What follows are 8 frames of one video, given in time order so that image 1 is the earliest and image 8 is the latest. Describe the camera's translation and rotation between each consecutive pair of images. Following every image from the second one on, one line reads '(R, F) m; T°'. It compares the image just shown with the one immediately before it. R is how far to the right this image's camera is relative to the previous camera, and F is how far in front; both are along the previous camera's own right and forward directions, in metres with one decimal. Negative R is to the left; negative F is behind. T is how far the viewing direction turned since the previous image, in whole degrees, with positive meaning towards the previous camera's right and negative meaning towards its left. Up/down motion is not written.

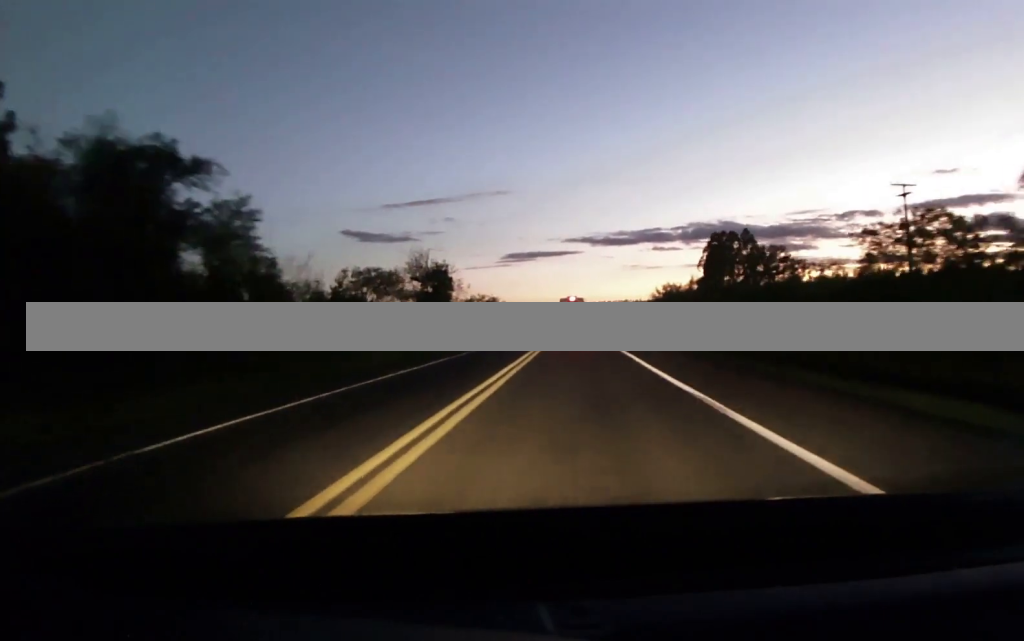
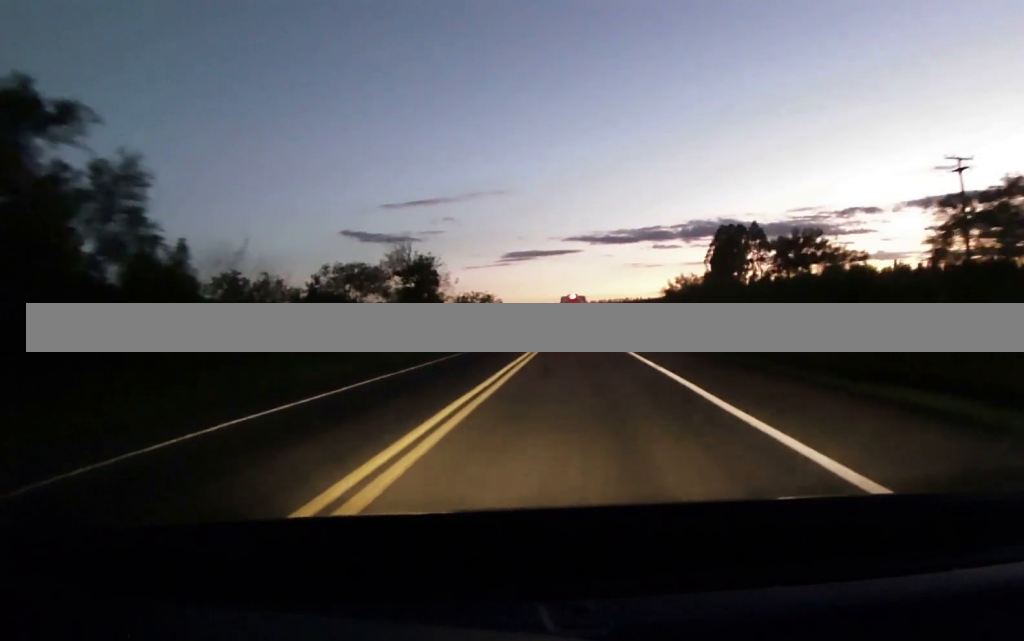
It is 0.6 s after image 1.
(+0.2, +10.3) m; +1°
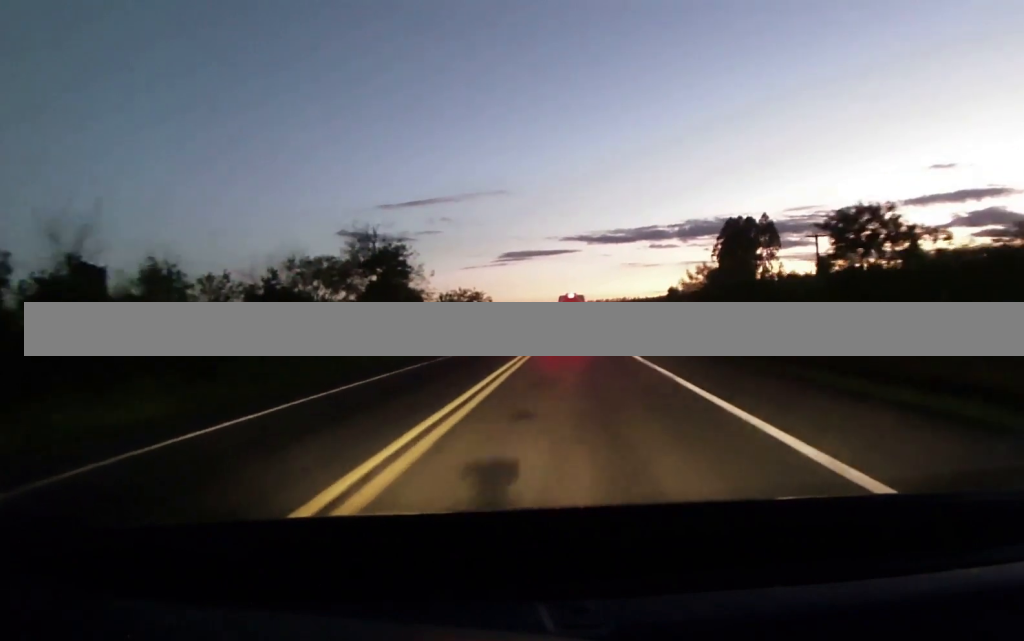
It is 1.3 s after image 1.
(+0.1, +14.0) m; 0°
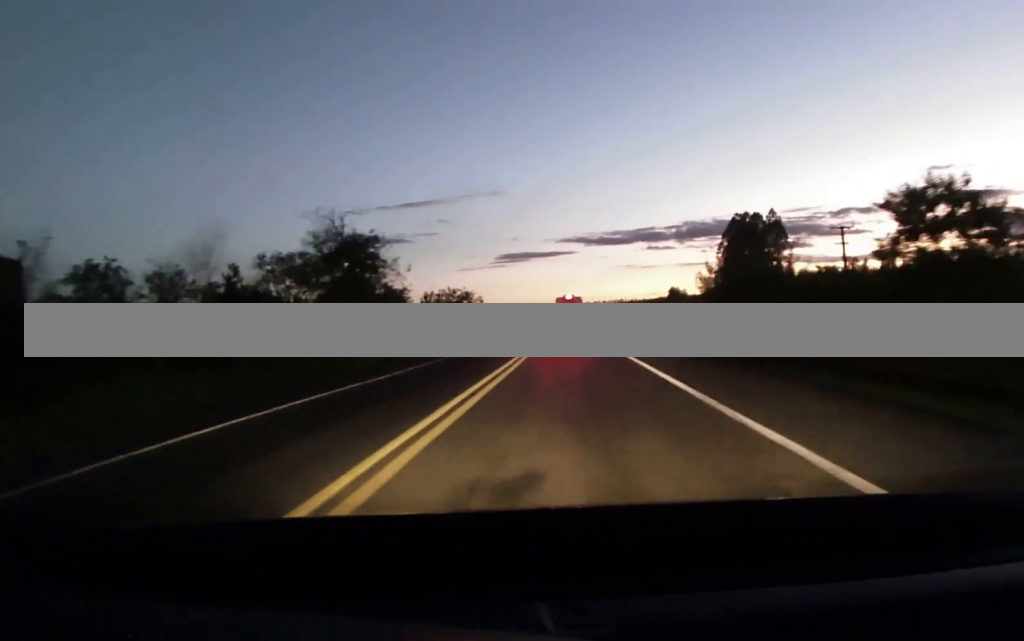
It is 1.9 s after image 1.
(0.0, +9.7) m; 0°
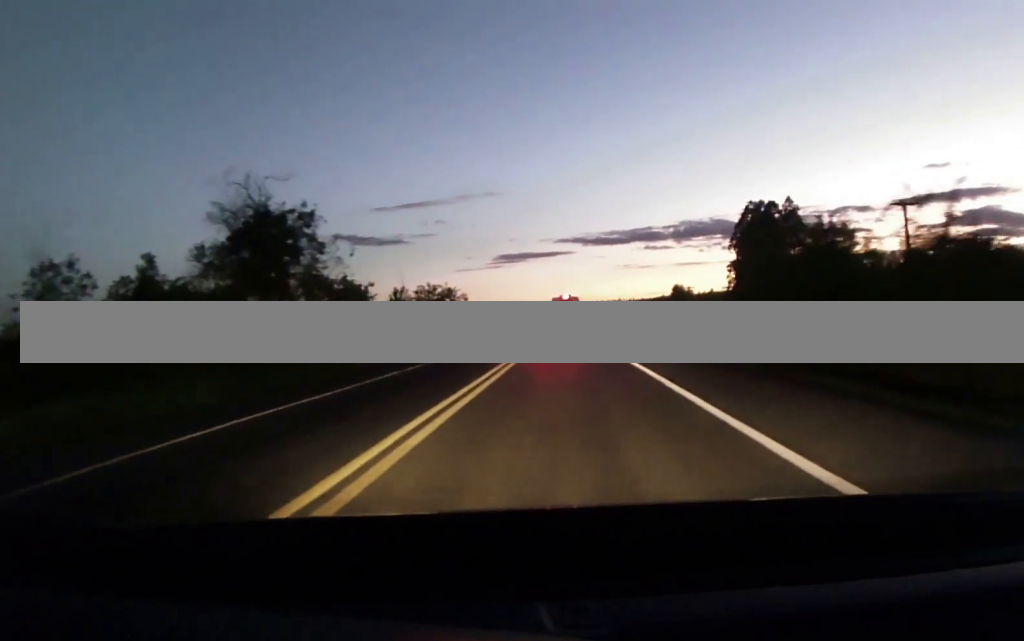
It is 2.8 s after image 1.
(0.0, +16.4) m; -1°
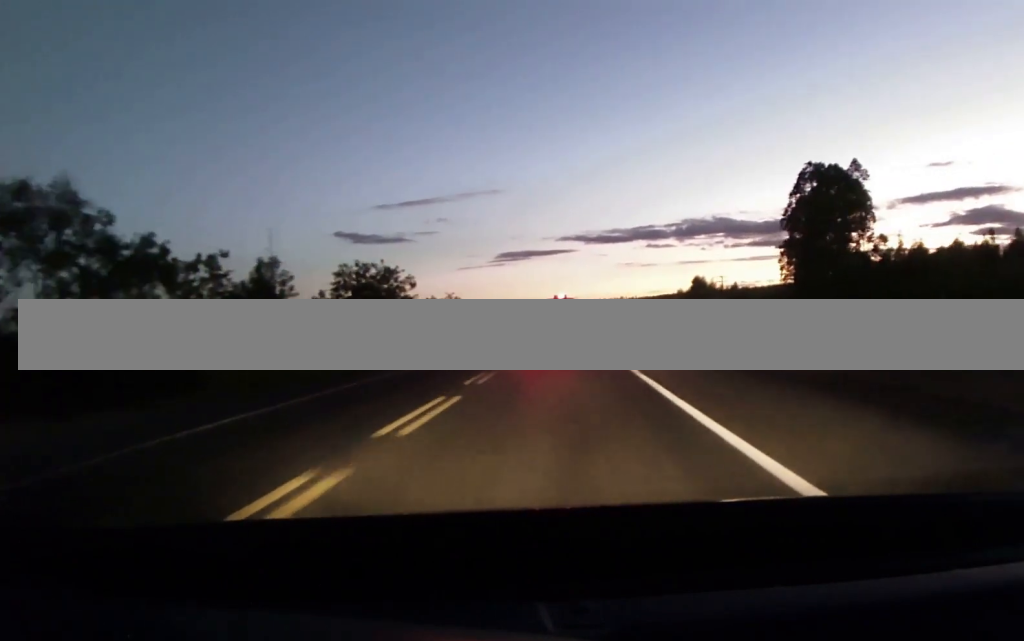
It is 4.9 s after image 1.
(+0.6, +37.9) m; +3°
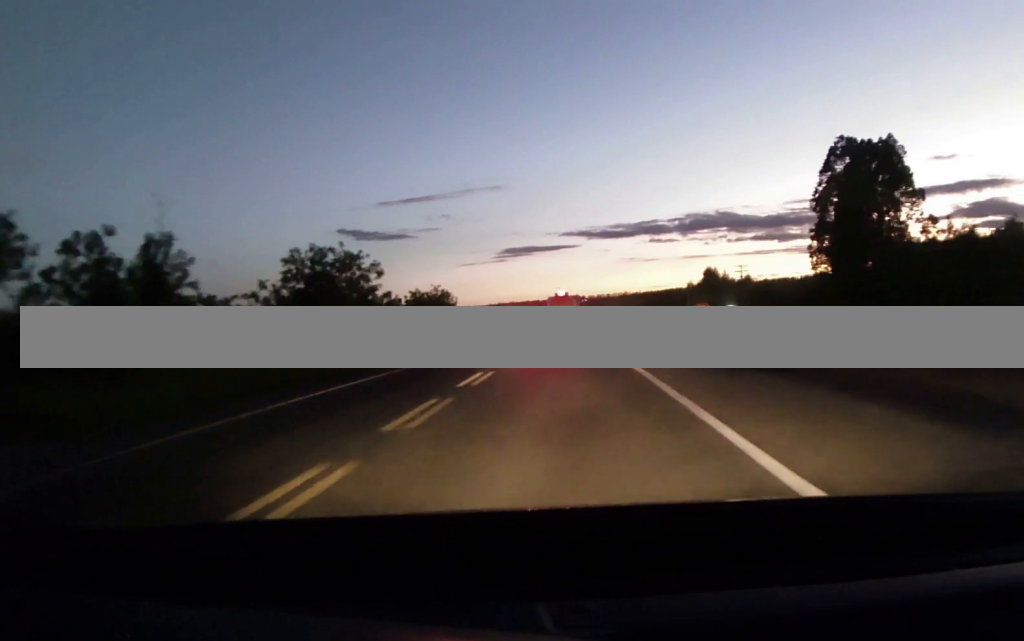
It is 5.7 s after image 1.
(0.0, +13.9) m; -2°
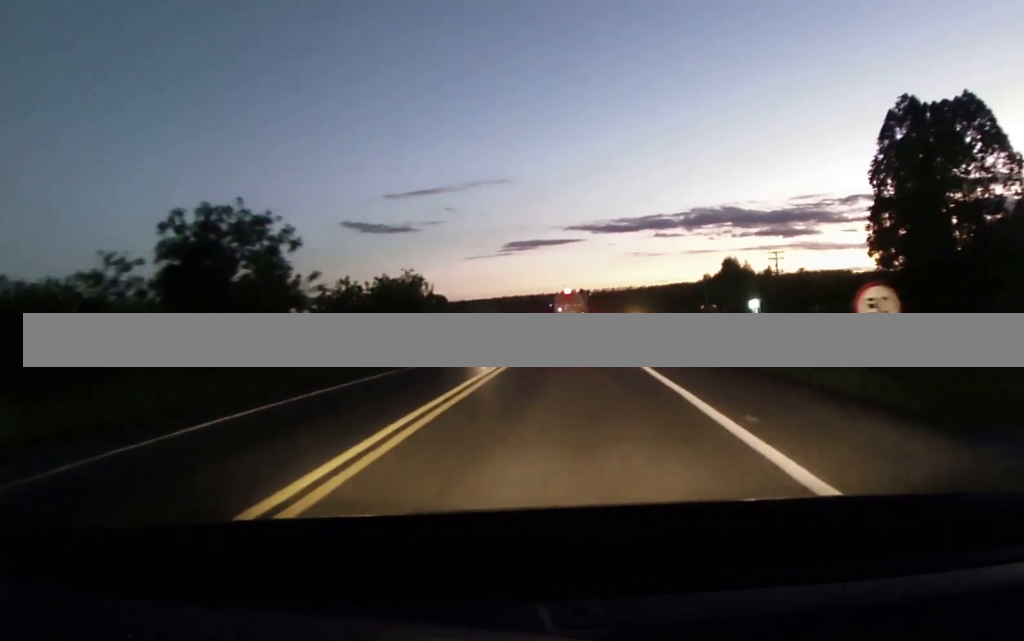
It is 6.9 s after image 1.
(-0.8, +19.7) m; -2°
